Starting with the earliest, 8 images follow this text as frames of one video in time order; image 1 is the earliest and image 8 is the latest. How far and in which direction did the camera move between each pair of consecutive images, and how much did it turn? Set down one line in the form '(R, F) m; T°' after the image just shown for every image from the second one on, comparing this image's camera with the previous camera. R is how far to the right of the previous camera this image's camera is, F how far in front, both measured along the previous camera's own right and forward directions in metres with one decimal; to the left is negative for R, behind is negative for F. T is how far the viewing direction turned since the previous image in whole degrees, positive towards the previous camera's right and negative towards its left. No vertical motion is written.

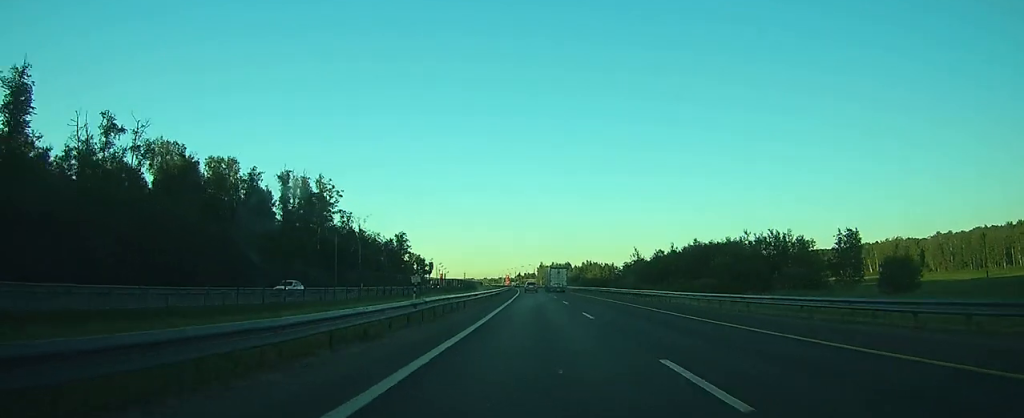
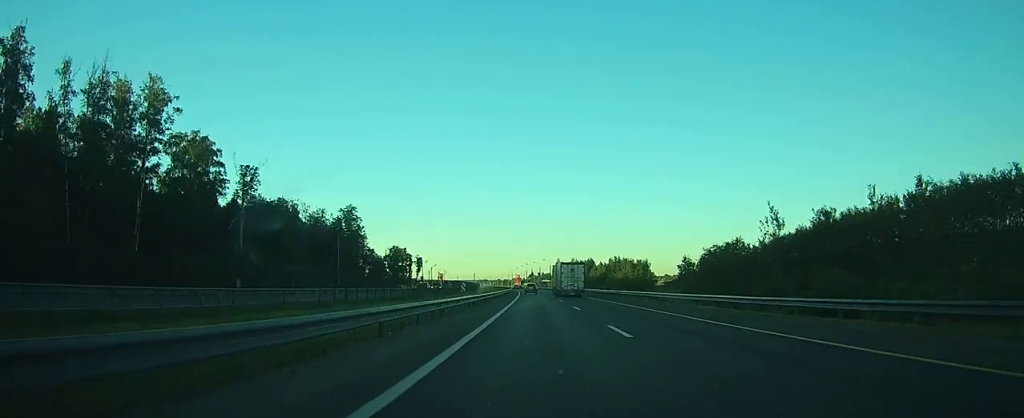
(-1.2, +71.5) m; -2°
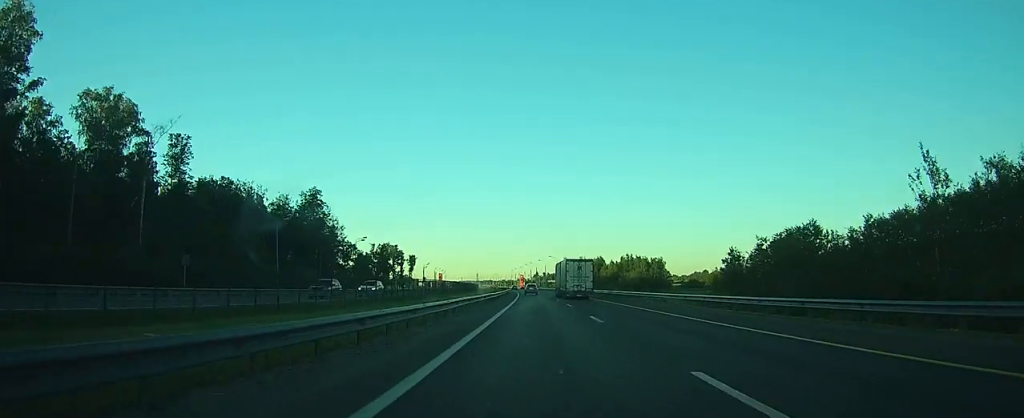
(-0.1, +25.7) m; 0°
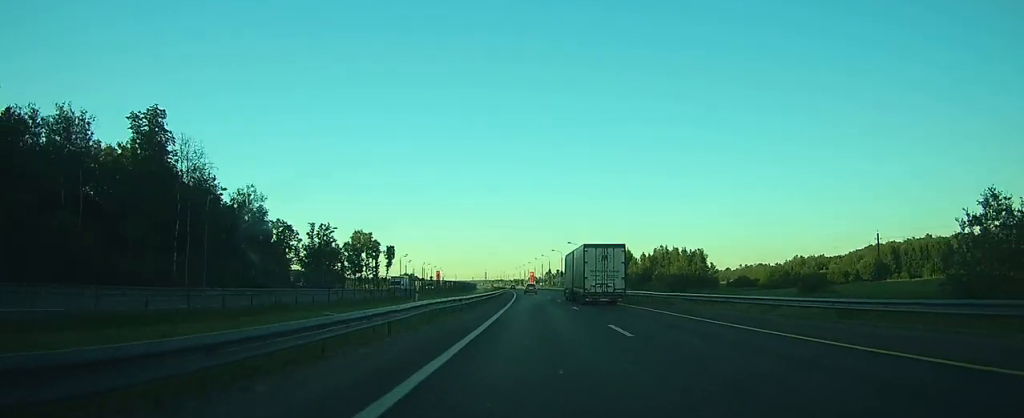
(-0.4, +53.8) m; -1°
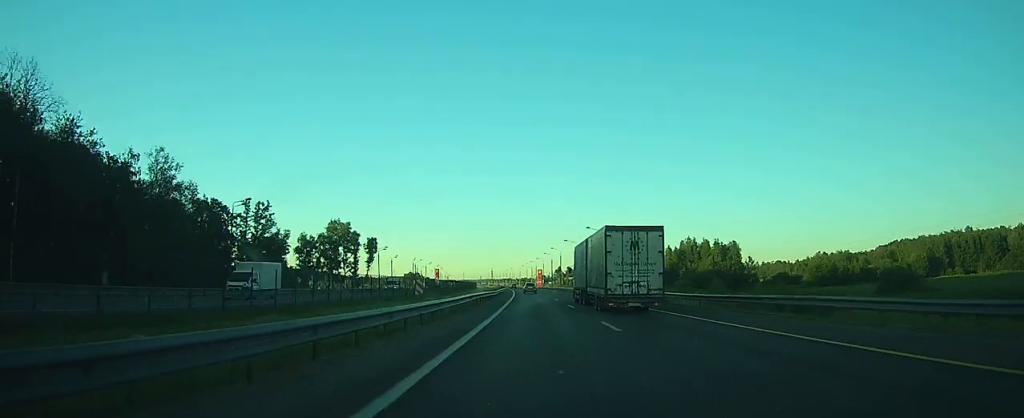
(-0.2, +30.5) m; -1°
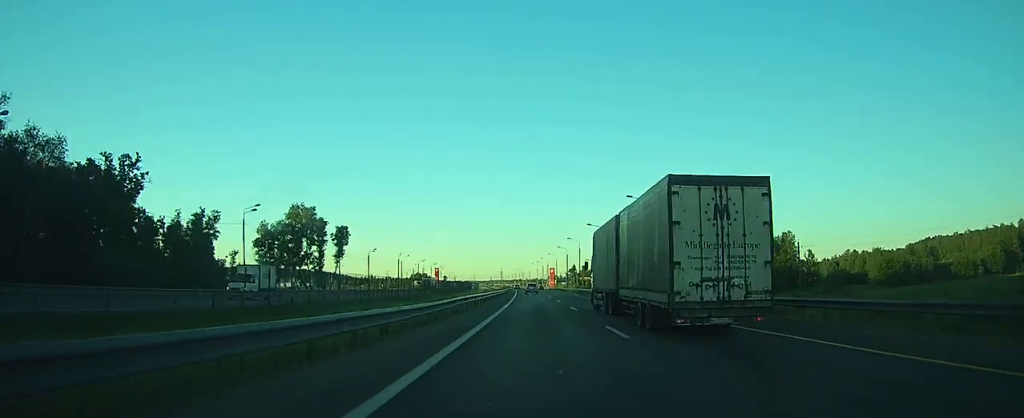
(-0.3, +34.1) m; -1°
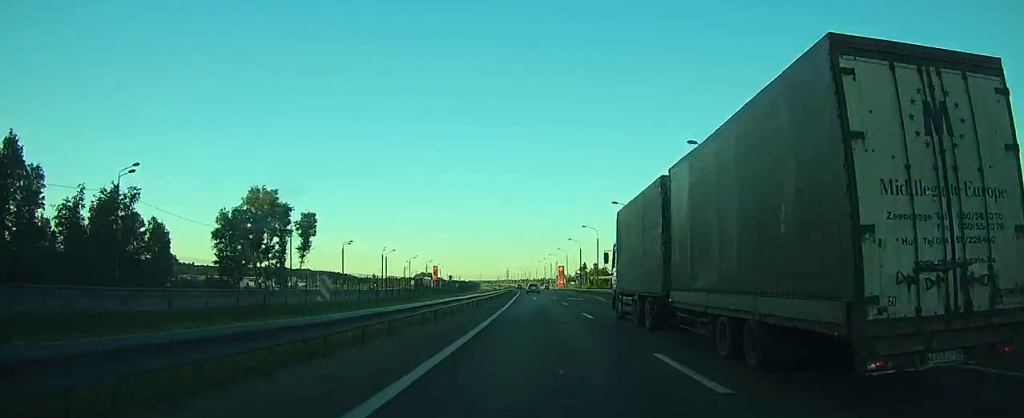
(-0.1, +23.5) m; -1°
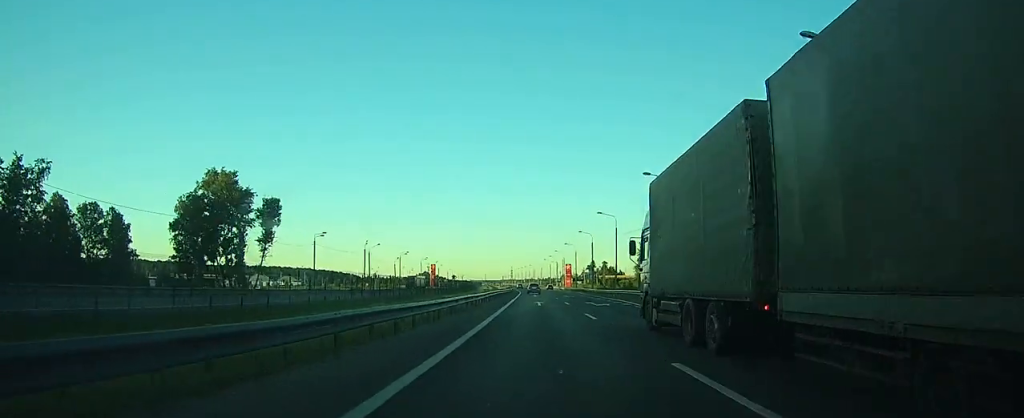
(-0.1, +17.6) m; 0°
